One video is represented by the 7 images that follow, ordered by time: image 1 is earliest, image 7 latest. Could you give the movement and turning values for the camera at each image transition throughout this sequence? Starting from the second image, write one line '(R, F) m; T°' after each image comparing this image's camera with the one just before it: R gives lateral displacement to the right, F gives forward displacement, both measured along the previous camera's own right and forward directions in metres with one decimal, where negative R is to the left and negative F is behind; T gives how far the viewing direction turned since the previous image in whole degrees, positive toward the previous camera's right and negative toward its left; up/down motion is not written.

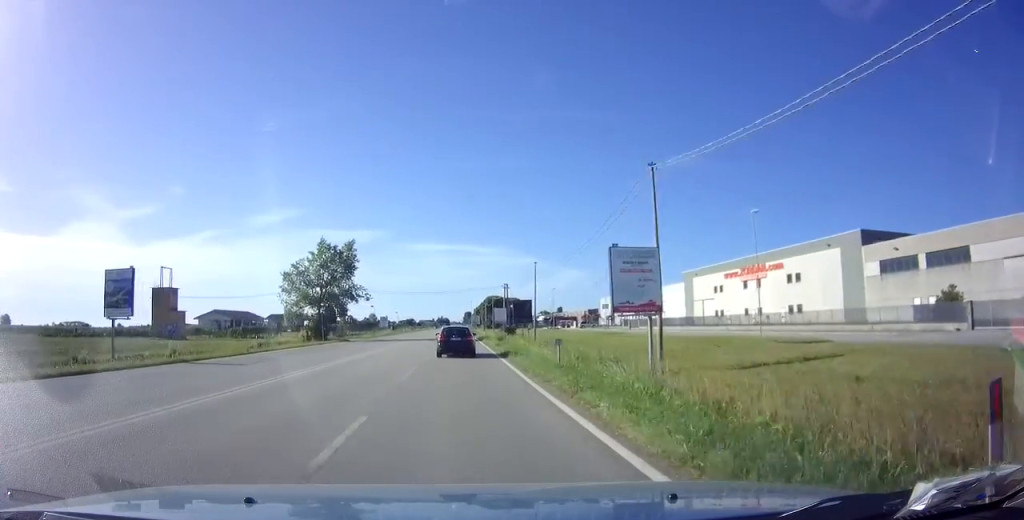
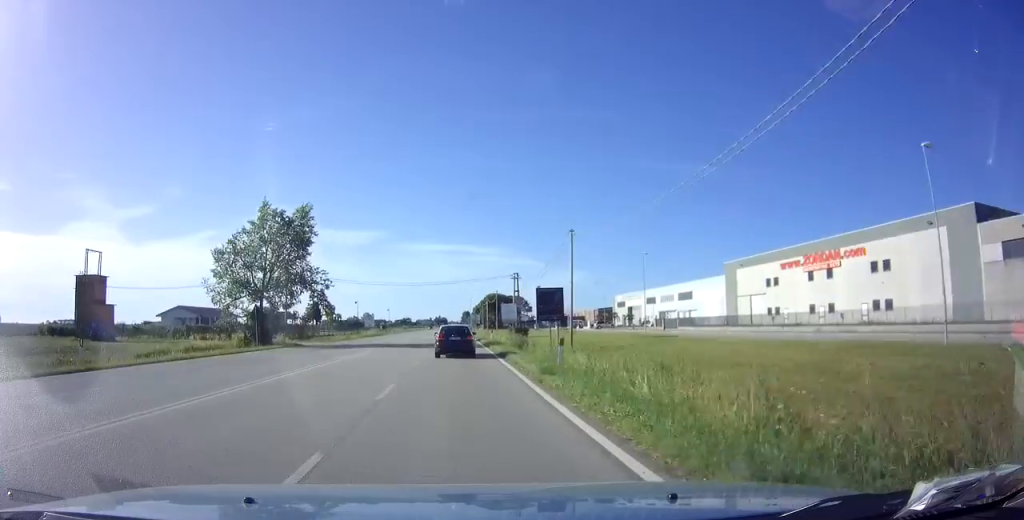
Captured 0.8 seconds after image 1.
(0.0, +17.0) m; 0°
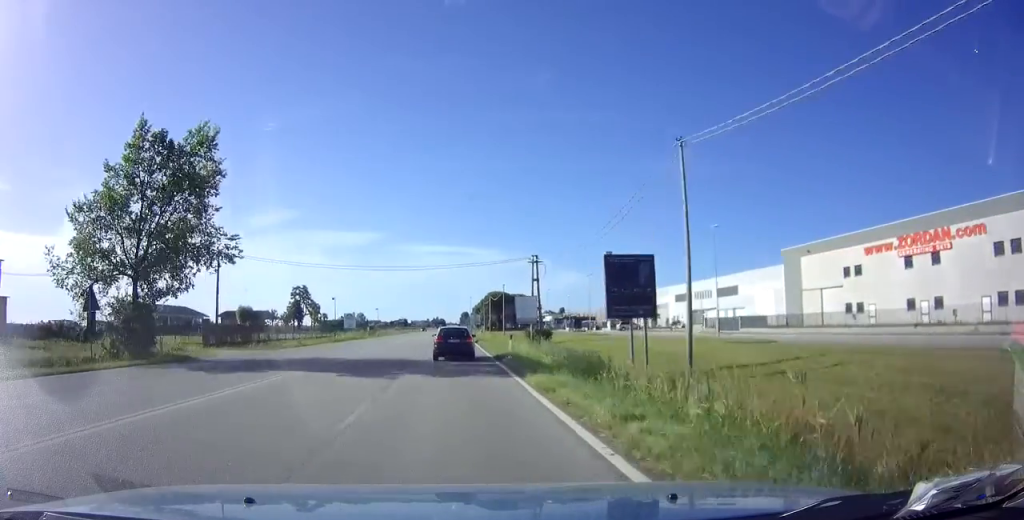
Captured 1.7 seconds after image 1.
(+0.1, +17.4) m; 0°
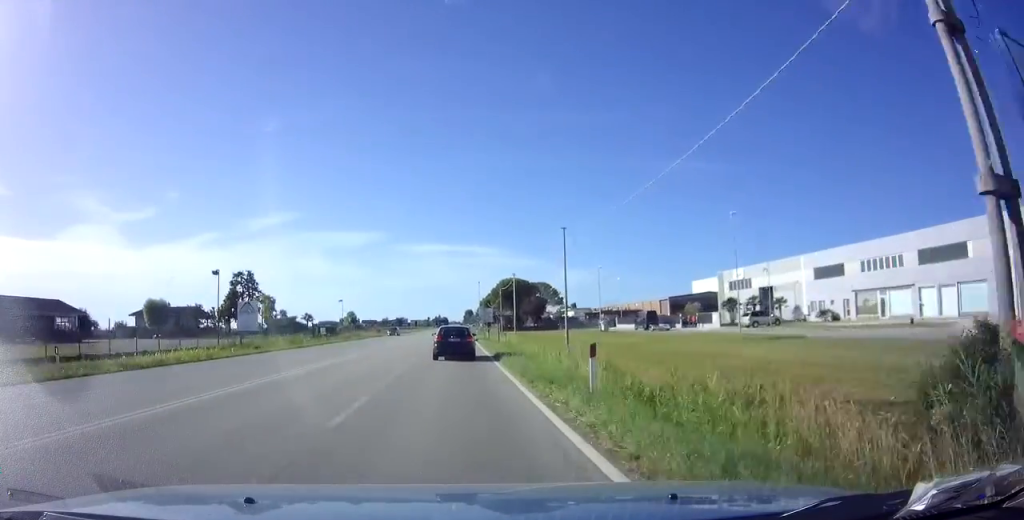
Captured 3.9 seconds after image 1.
(0.0, +43.9) m; 0°
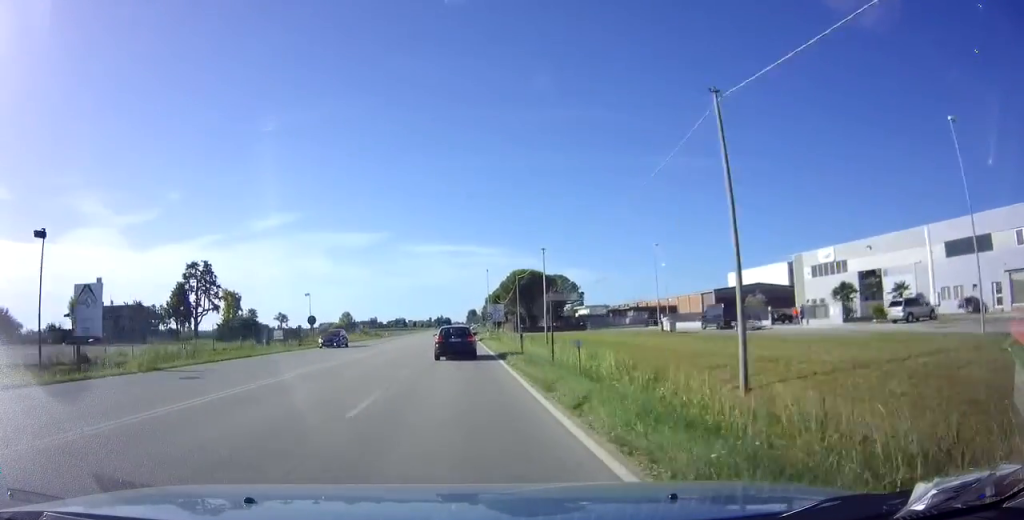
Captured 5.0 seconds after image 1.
(-0.1, +21.2) m; 0°
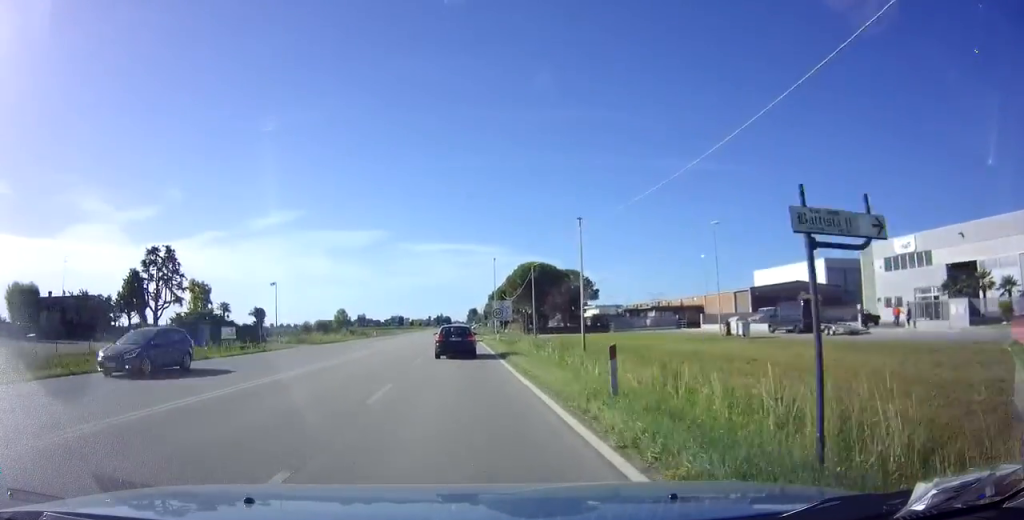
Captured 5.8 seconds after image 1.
(0.0, +14.0) m; 0°
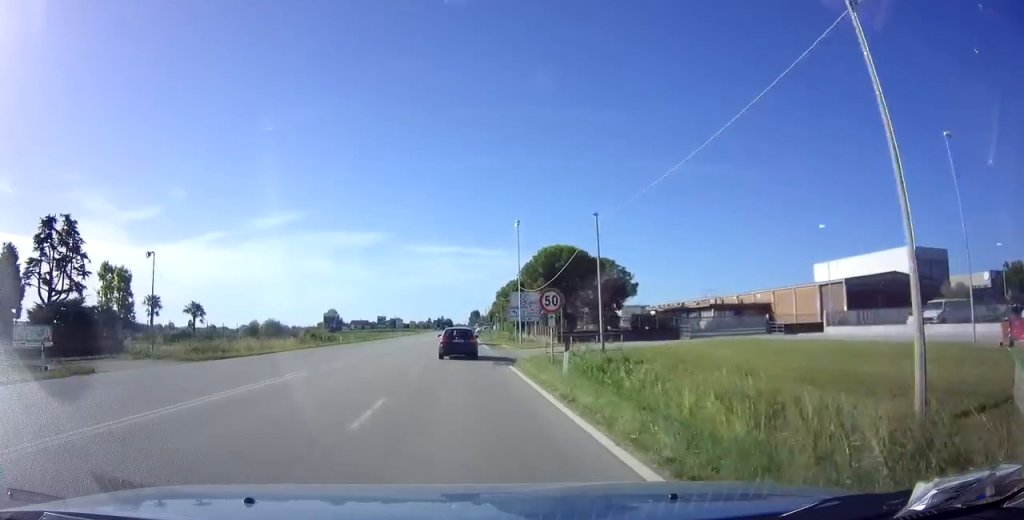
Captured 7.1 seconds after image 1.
(-0.1, +24.2) m; 0°
